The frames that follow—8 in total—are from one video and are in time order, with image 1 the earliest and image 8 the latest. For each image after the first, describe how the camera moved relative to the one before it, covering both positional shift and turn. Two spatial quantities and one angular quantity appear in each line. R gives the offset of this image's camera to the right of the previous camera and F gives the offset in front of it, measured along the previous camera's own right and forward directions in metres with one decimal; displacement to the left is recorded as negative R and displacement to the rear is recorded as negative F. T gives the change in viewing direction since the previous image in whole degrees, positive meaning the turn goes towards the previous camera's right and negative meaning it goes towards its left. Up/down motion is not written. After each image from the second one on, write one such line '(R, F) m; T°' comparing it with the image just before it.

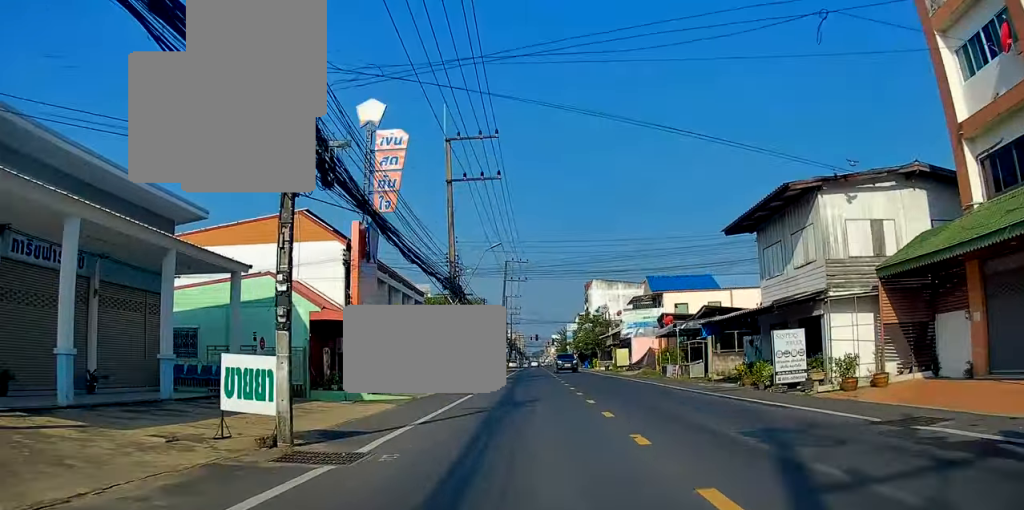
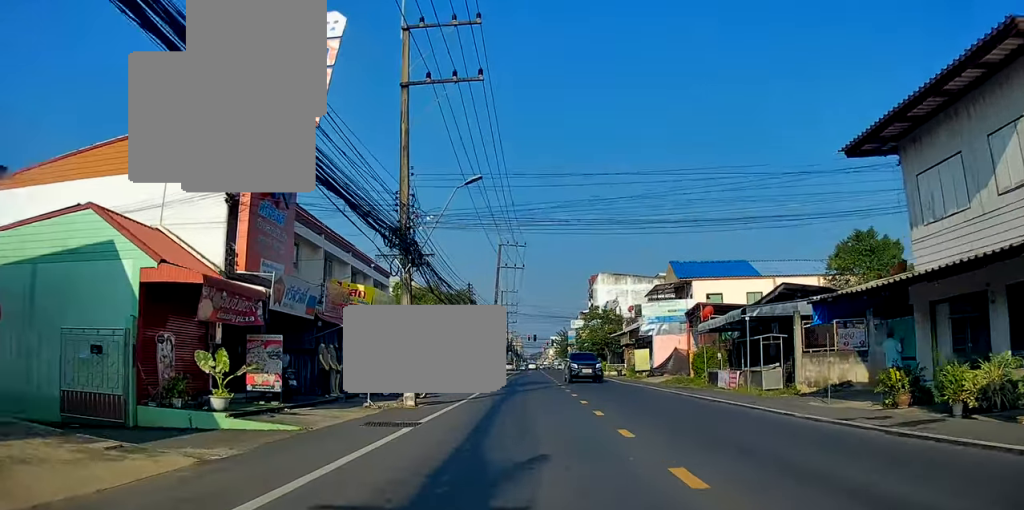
(0.0, +11.6) m; 0°
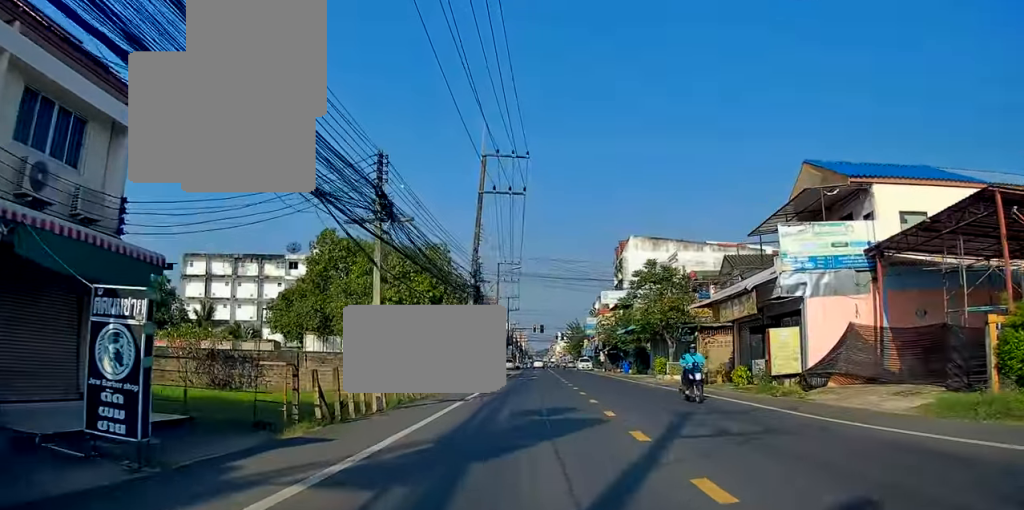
(-0.2, +25.9) m; 0°
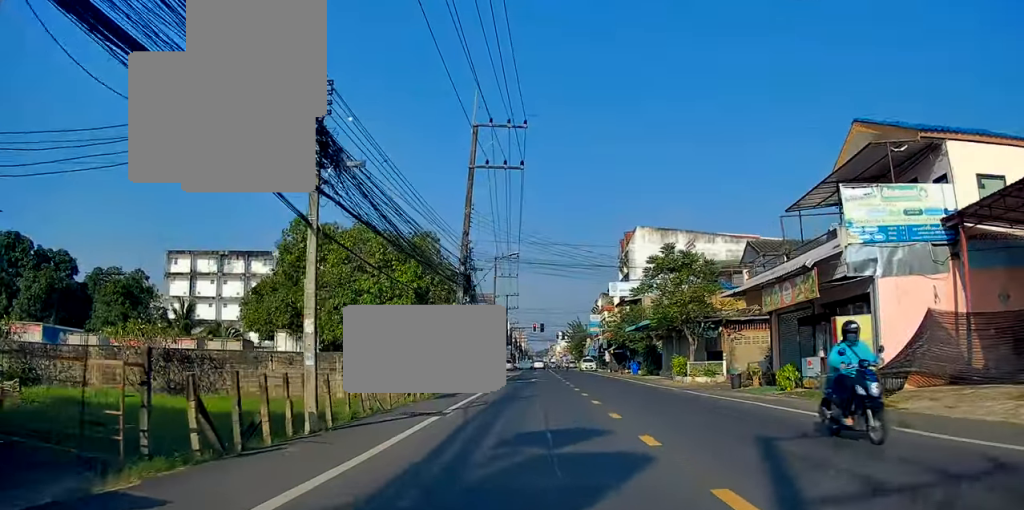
(0.0, +5.1) m; 0°
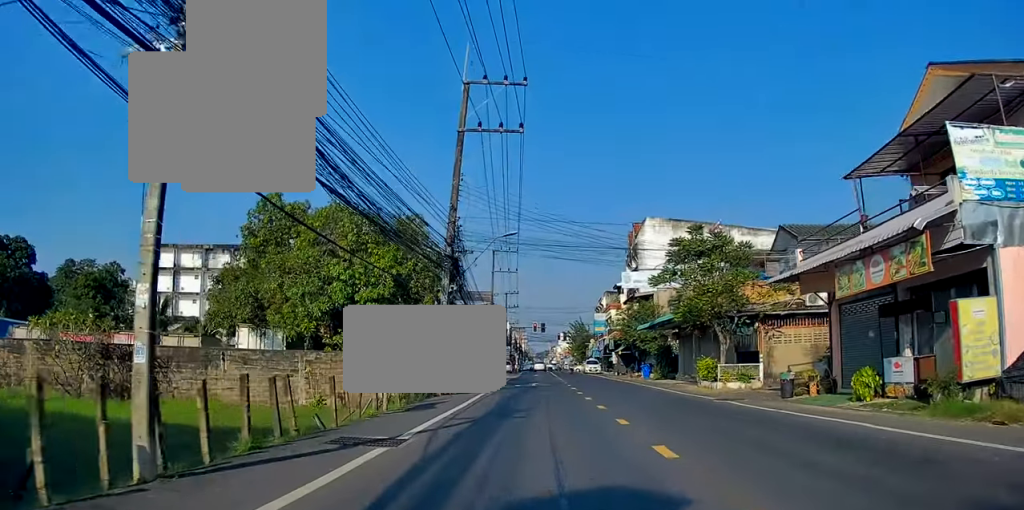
(0.0, +5.0) m; 0°
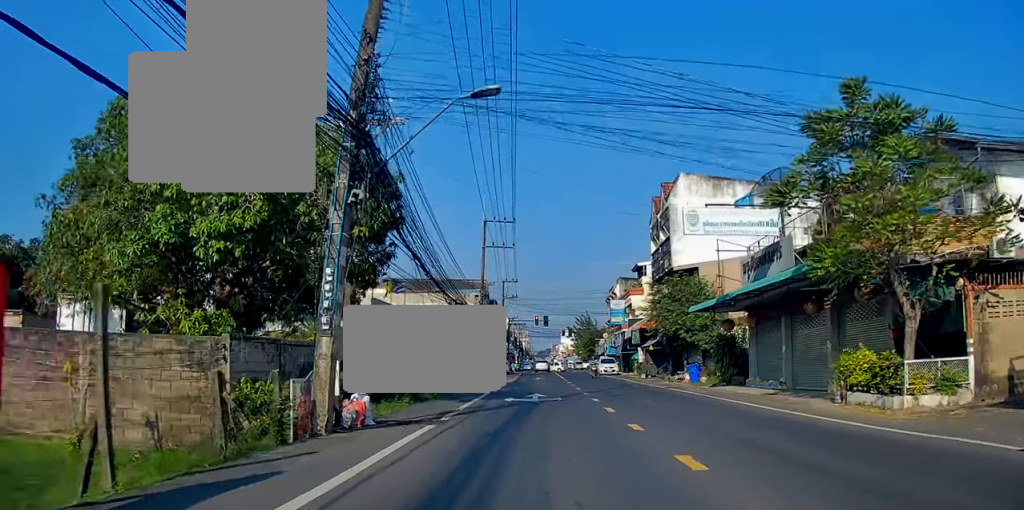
(+0.1, +14.3) m; +1°
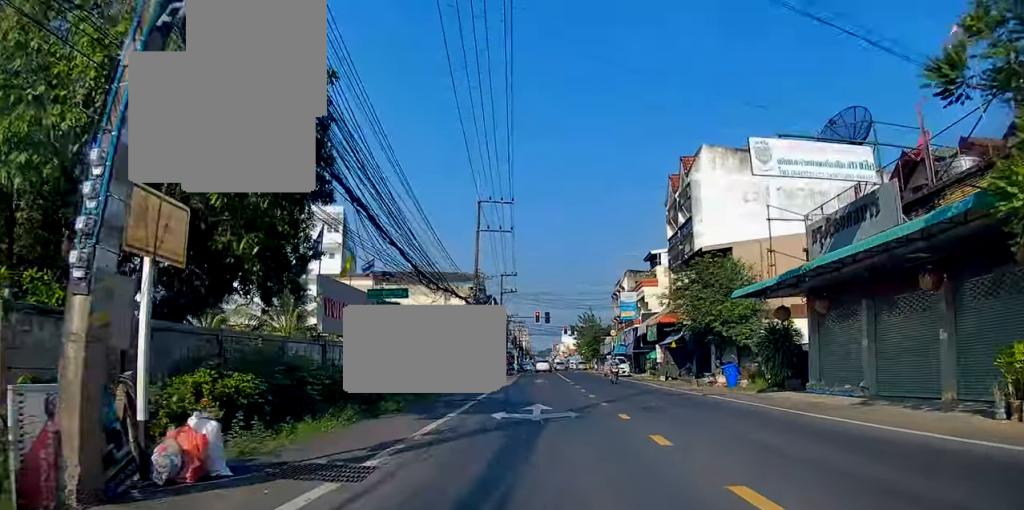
(0.0, +6.1) m; 0°
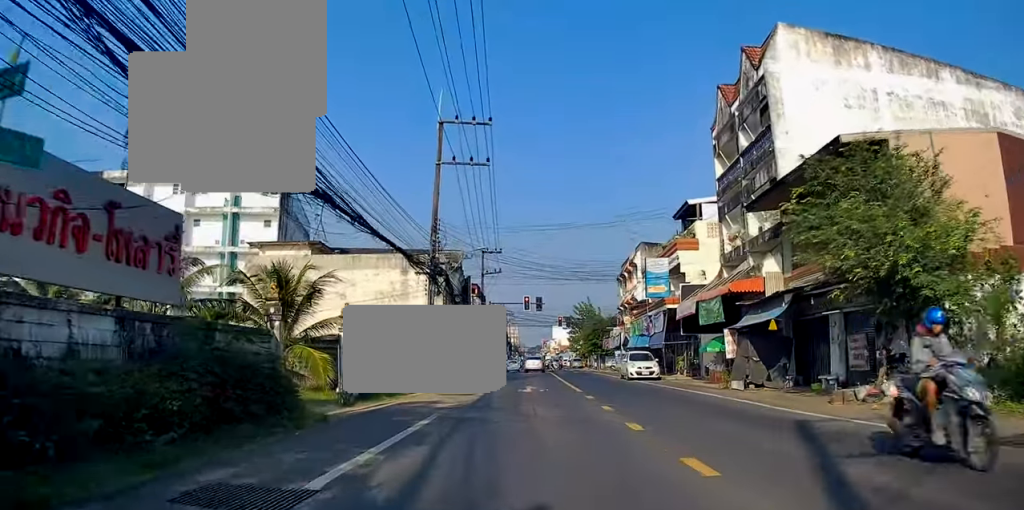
(+0.1, +15.8) m; 0°
